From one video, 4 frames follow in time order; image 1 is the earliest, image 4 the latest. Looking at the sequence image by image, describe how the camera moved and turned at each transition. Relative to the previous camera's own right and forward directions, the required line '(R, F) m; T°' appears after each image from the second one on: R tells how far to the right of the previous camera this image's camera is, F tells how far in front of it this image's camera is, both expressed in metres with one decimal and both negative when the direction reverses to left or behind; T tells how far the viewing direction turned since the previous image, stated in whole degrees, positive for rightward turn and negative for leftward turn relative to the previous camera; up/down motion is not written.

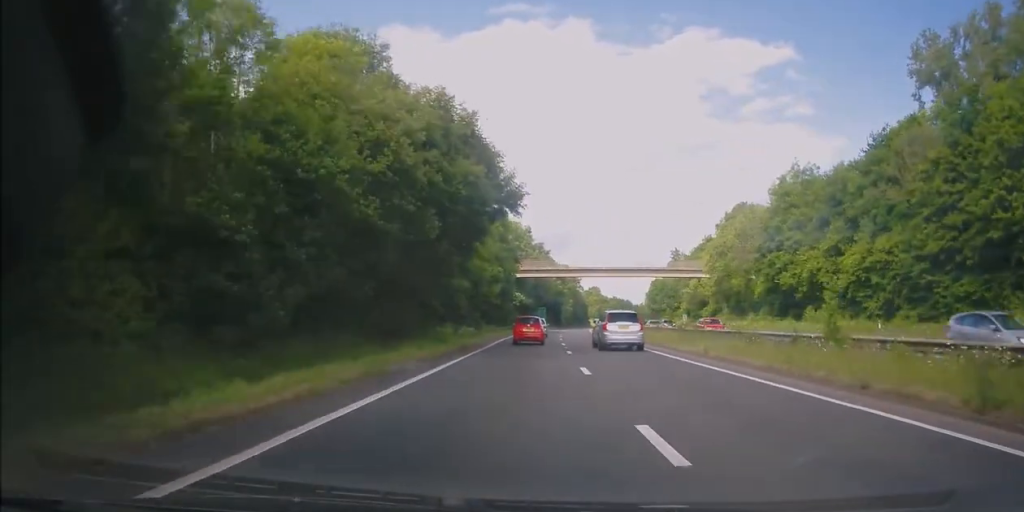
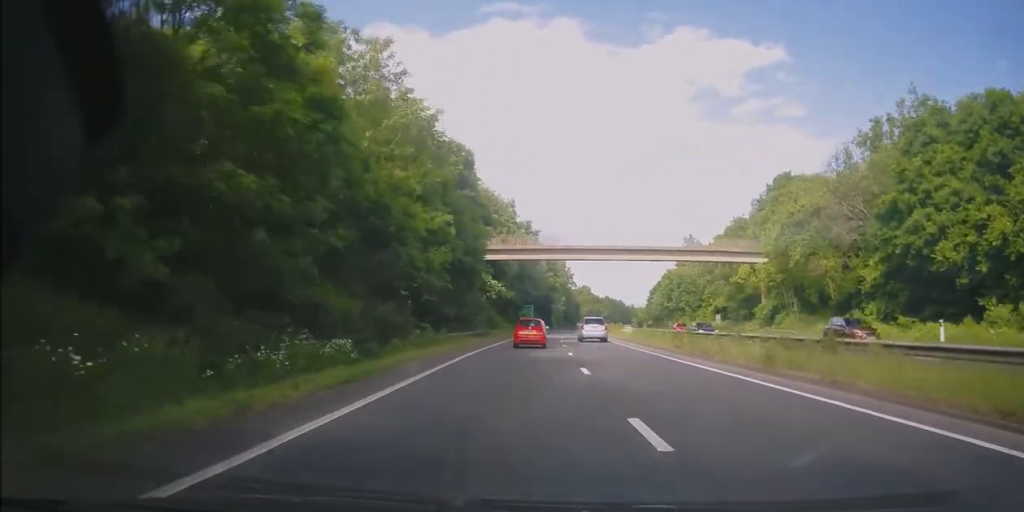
(+0.8, +26.3) m; +2°
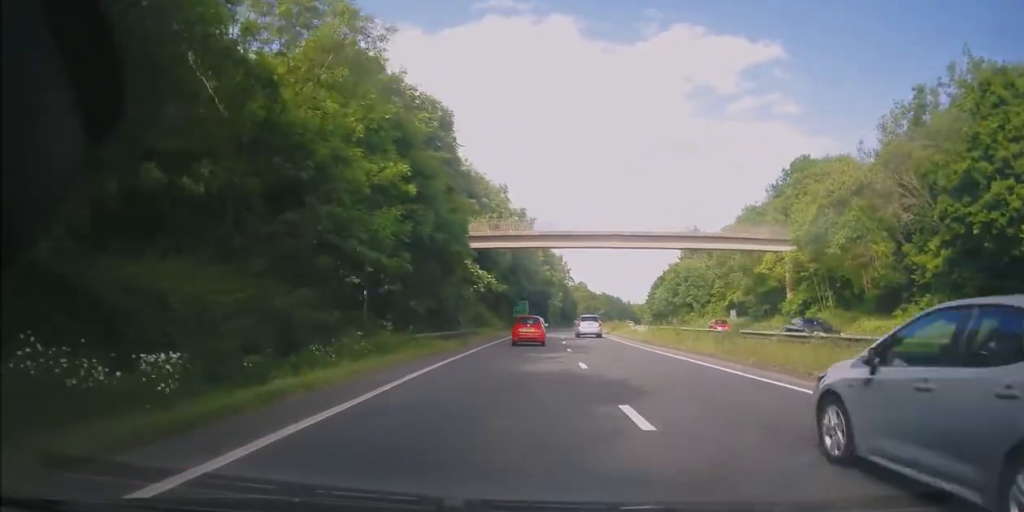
(-0.1, +8.1) m; 0°
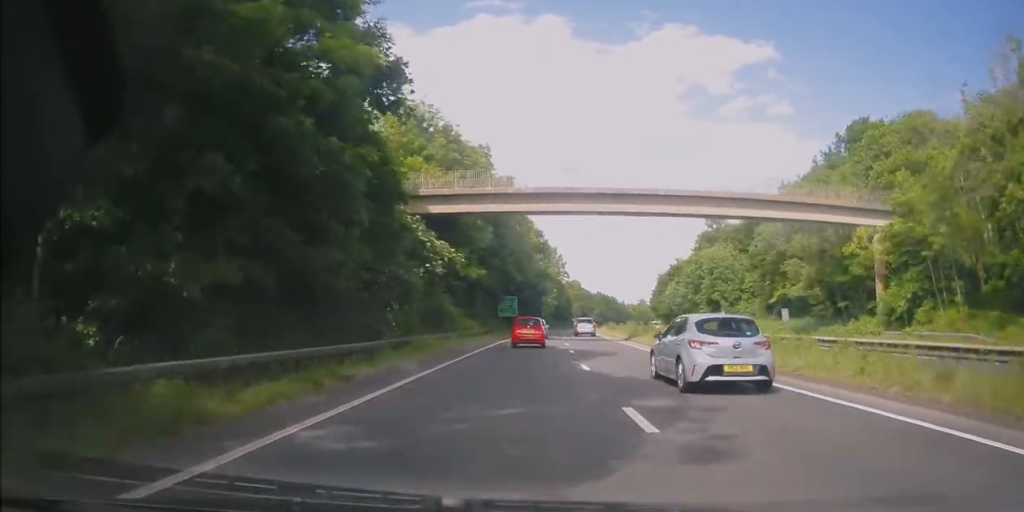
(+0.3, +18.0) m; +1°
